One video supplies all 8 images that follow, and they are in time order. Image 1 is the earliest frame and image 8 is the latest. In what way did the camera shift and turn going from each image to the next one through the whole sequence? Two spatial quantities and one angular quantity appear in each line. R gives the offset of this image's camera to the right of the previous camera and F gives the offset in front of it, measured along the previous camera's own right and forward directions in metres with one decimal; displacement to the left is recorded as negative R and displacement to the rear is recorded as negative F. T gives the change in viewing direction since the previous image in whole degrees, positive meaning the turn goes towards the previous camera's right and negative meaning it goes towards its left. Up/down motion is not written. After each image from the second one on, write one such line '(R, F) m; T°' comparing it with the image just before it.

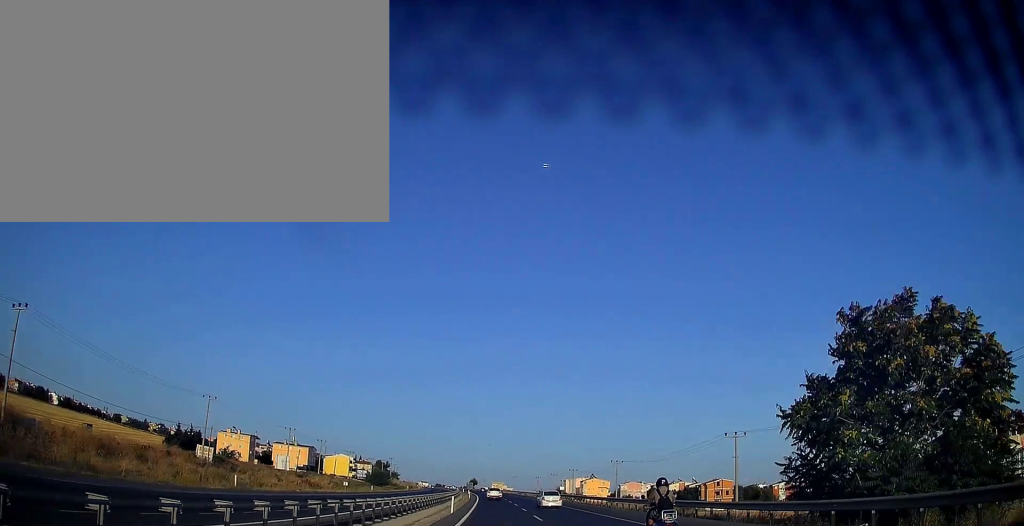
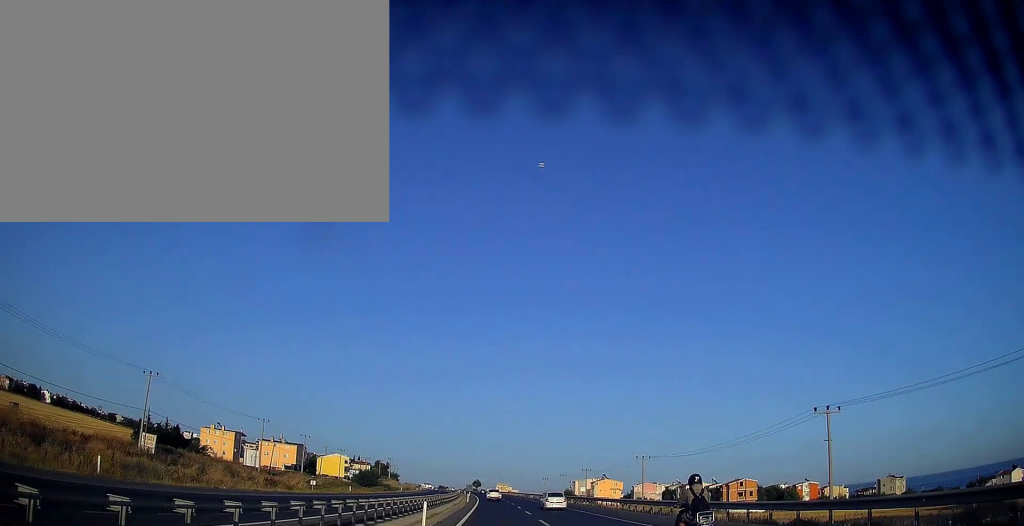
(0.0, +14.7) m; 0°
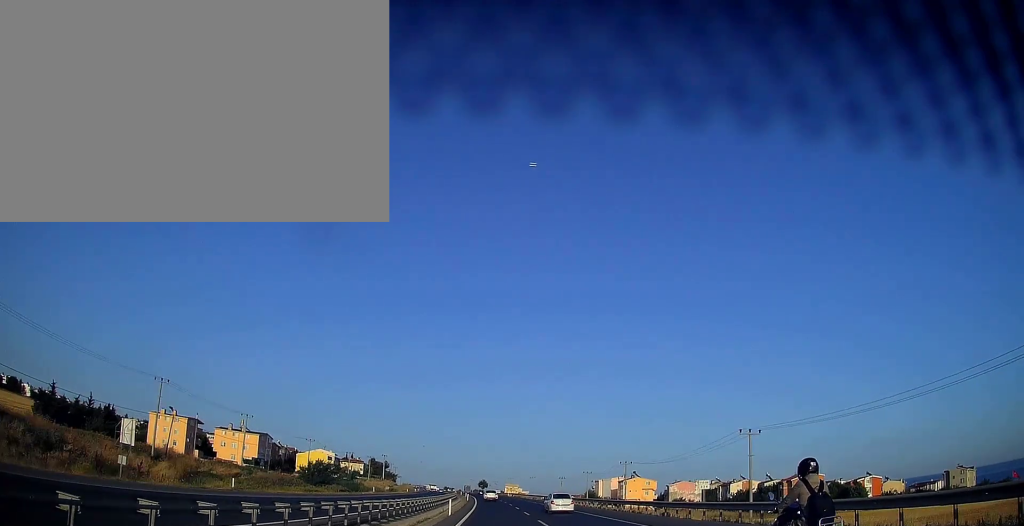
(-0.3, +35.2) m; -1°
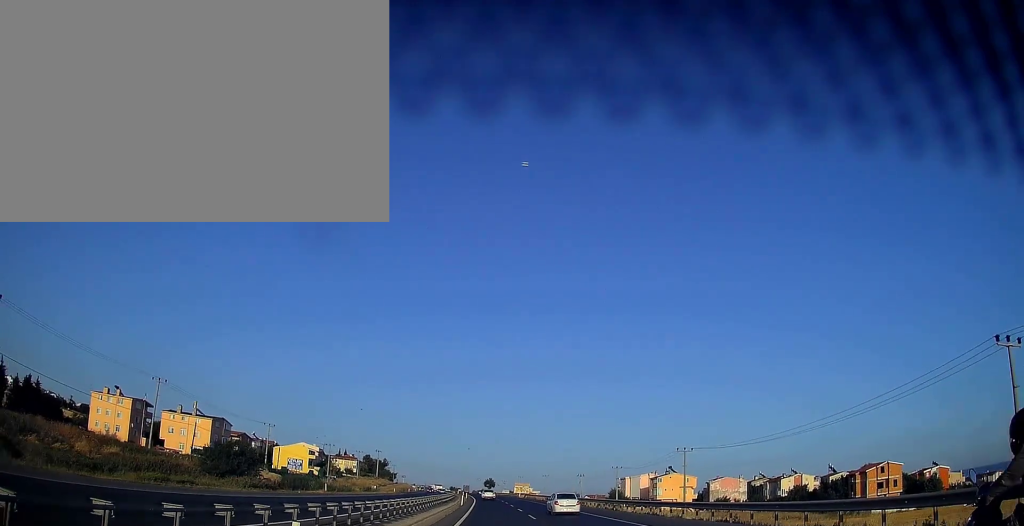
(-0.1, +30.3) m; -1°
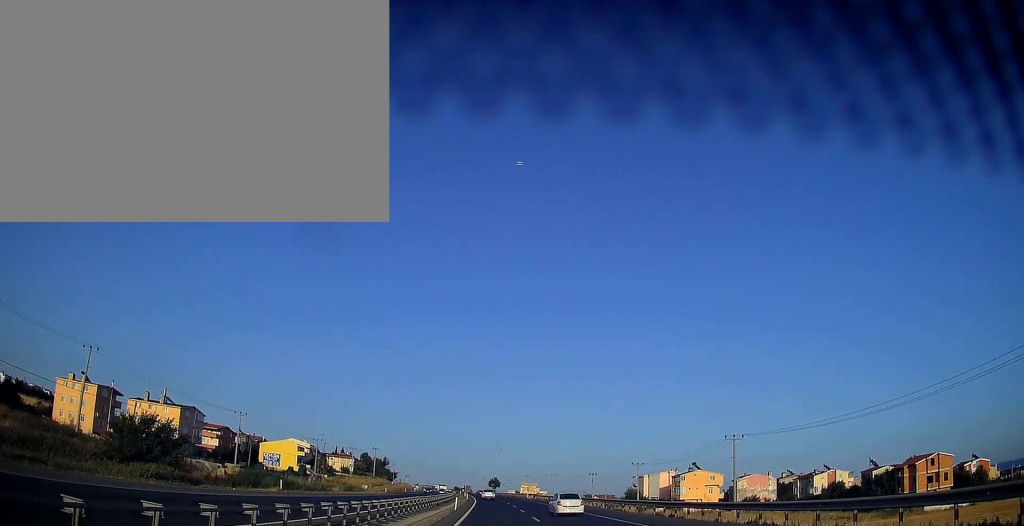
(-0.2, +14.6) m; -1°
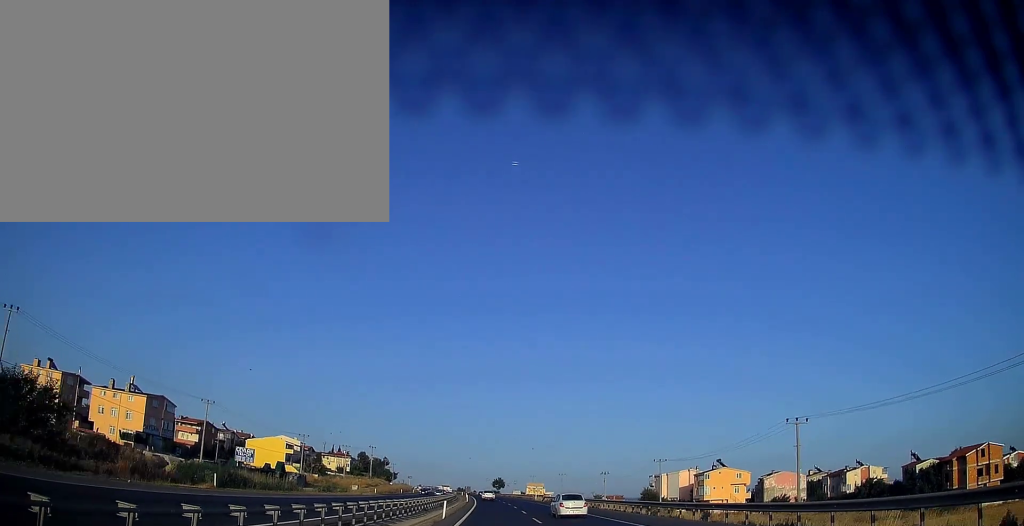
(0.0, +12.7) m; -1°
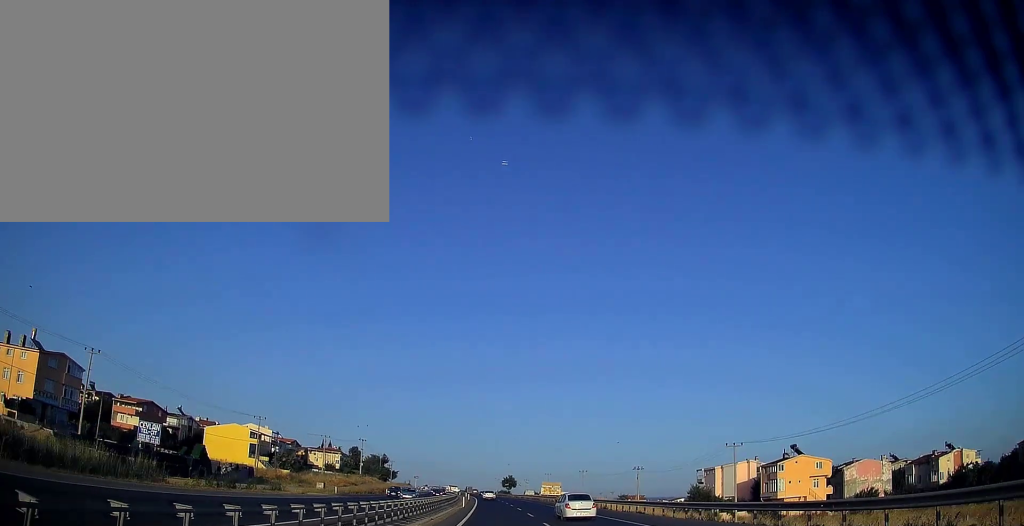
(-0.2, +28.3) m; 0°
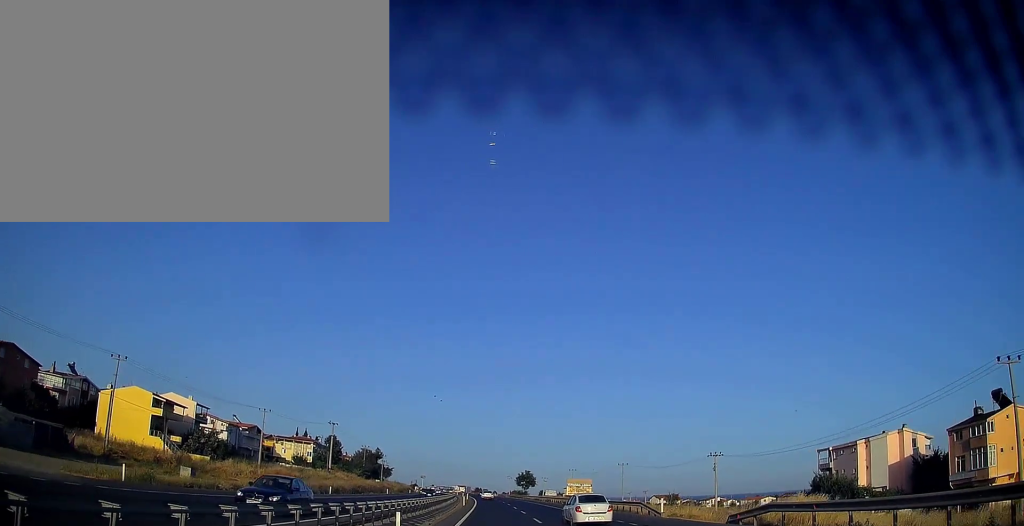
(-0.3, +42.0) m; -1°
